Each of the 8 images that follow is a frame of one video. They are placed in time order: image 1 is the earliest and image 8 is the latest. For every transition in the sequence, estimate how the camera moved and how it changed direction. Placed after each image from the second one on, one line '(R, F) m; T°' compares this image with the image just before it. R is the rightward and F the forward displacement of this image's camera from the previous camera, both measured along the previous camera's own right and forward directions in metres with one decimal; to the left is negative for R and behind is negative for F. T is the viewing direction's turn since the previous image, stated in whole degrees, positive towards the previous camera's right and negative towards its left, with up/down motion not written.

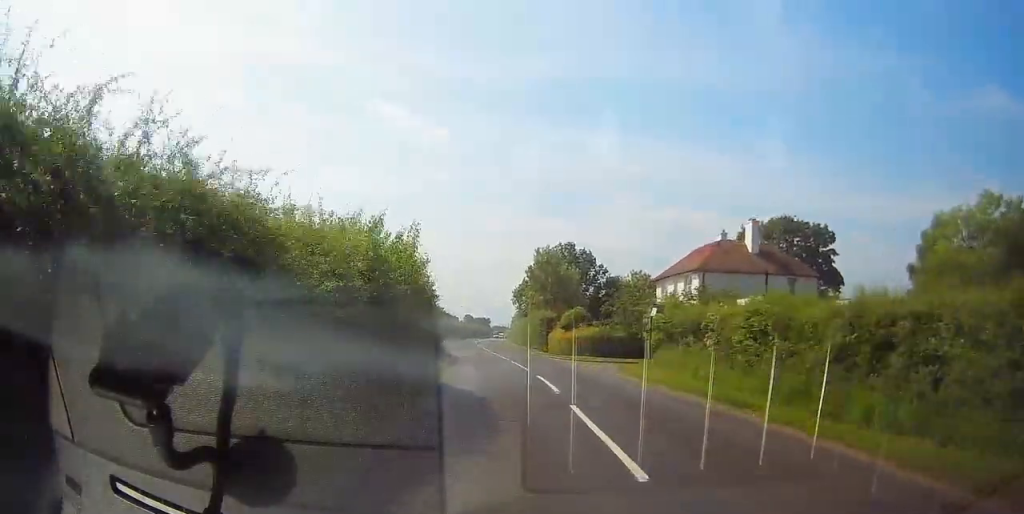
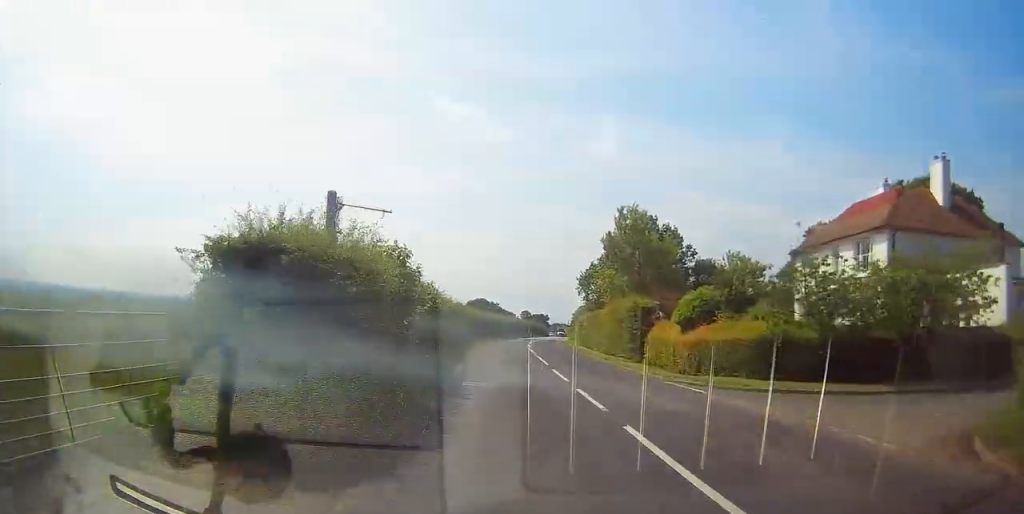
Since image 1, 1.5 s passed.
(-9.1, +16.6) m; -27°
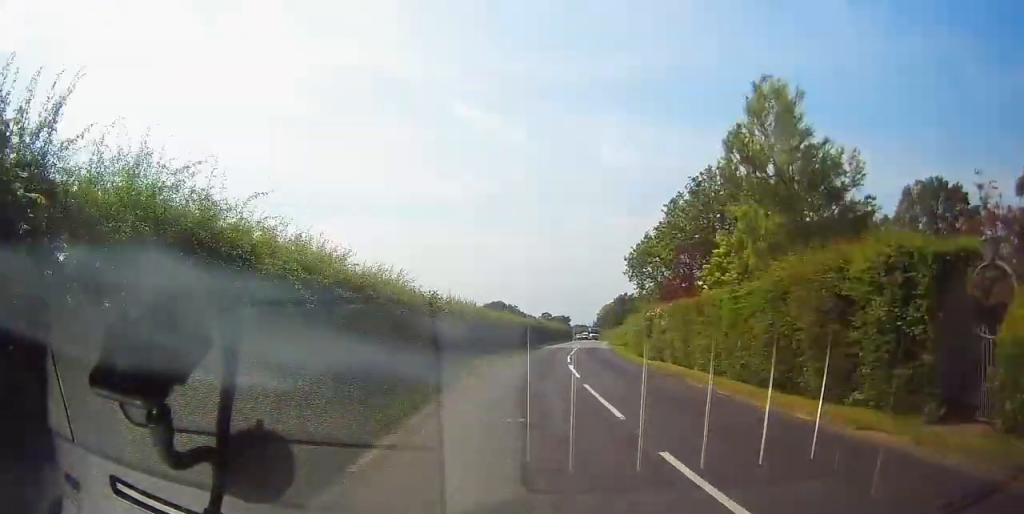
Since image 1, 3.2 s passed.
(+1.2, +23.2) m; +4°
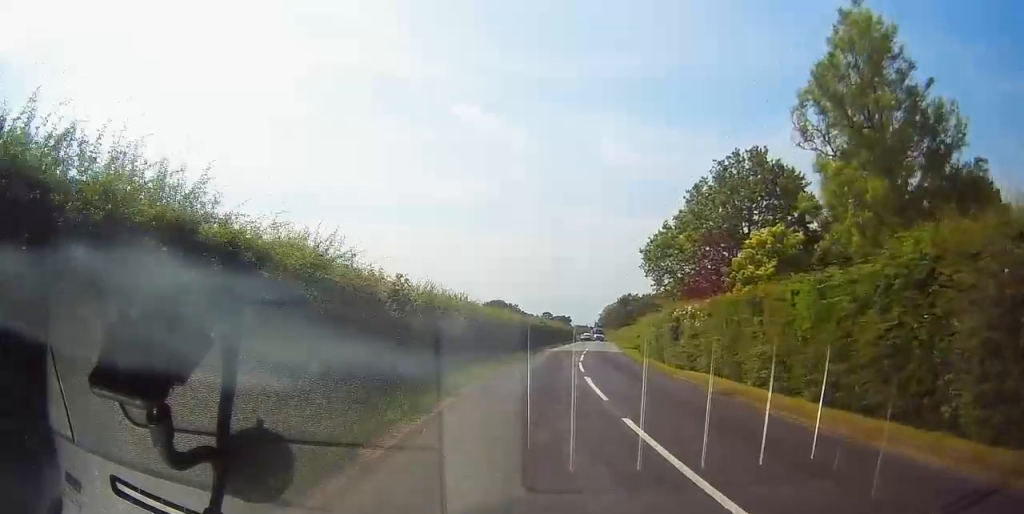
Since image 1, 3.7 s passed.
(0.0, +6.3) m; 0°
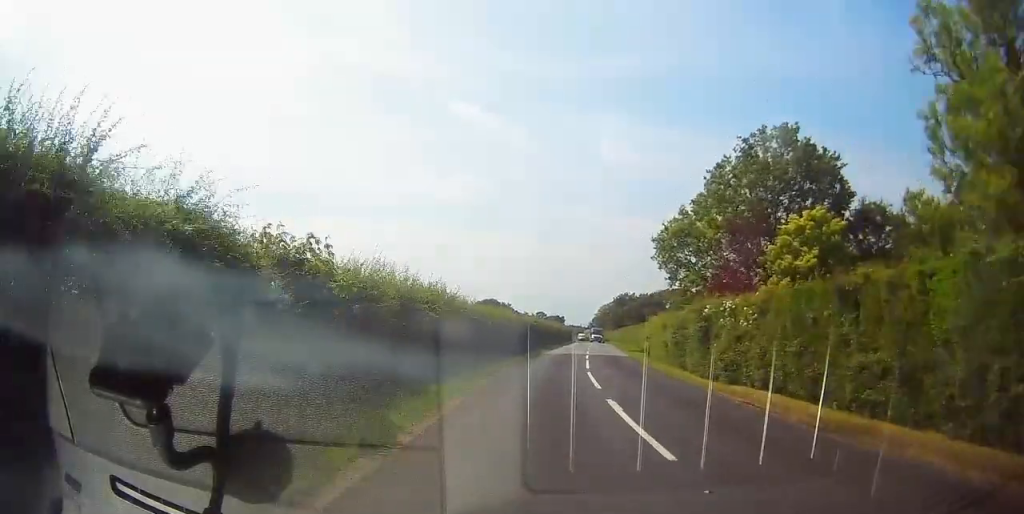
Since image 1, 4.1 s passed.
(0.0, +5.9) m; 0°
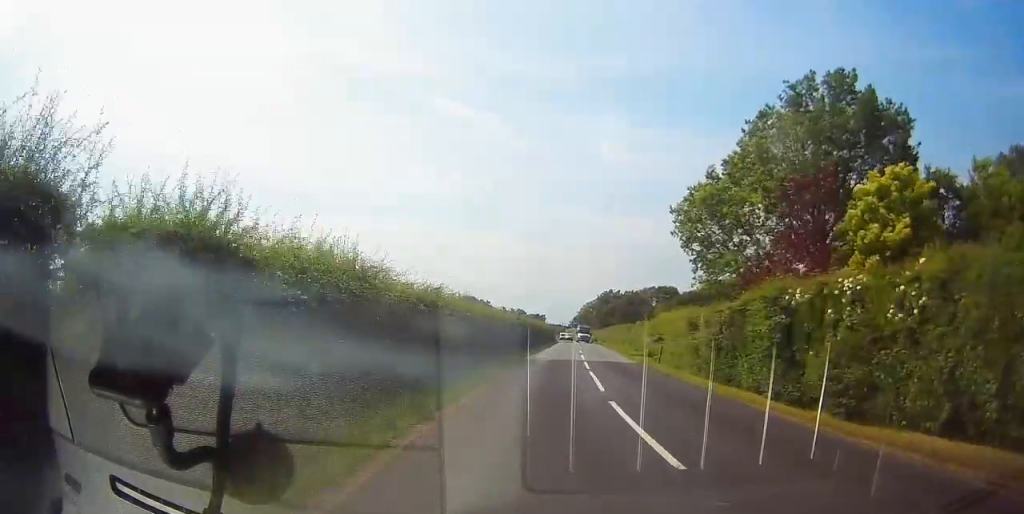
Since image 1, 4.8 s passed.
(-0.1, +9.5) m; +2°
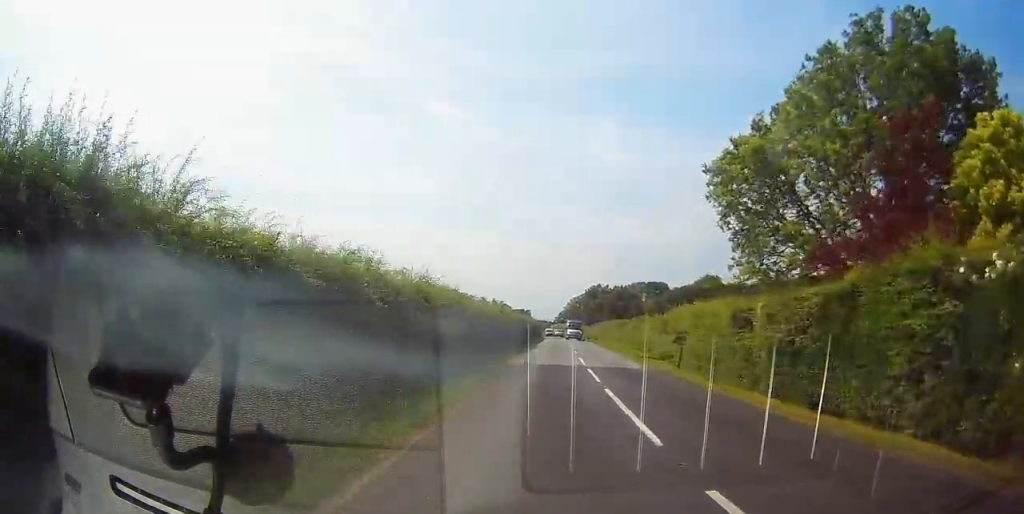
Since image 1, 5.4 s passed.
(+0.2, +7.7) m; +1°
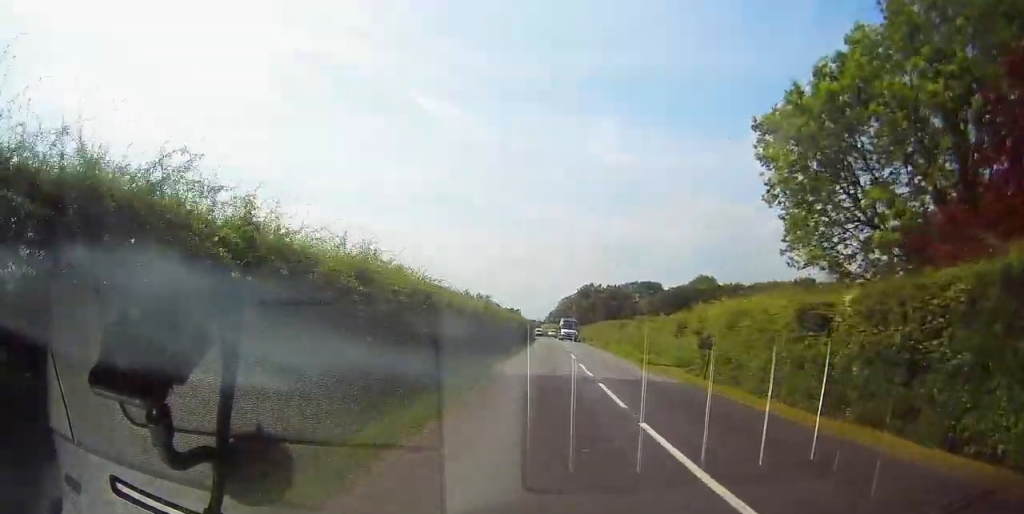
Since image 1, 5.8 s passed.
(+0.1, +5.4) m; +1°
